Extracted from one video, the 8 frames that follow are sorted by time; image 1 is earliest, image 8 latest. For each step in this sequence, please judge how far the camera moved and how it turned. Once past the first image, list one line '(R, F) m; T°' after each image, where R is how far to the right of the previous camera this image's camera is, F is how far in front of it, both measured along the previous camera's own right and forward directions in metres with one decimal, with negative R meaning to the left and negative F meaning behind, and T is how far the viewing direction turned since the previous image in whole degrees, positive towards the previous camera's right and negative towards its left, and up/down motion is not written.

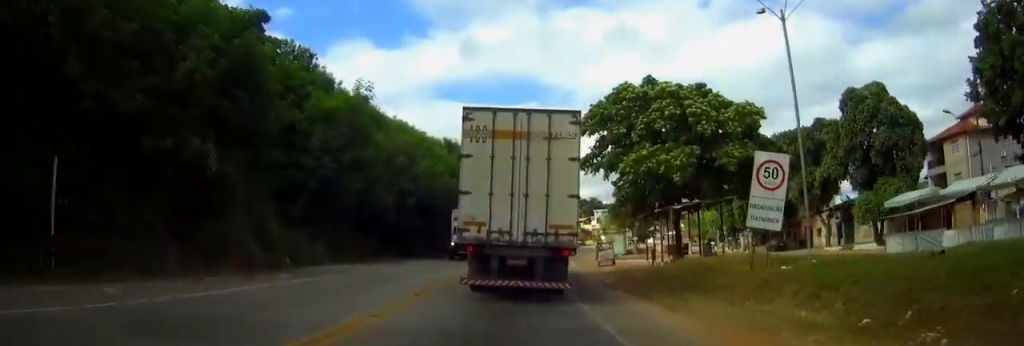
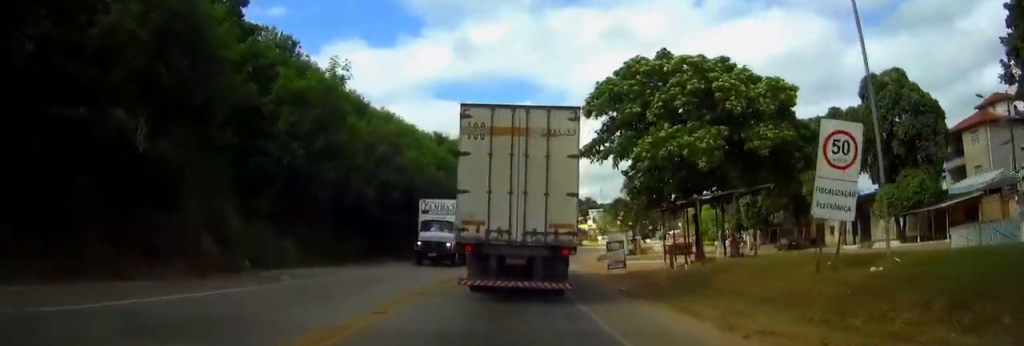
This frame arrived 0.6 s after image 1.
(0.0, +4.5) m; 0°
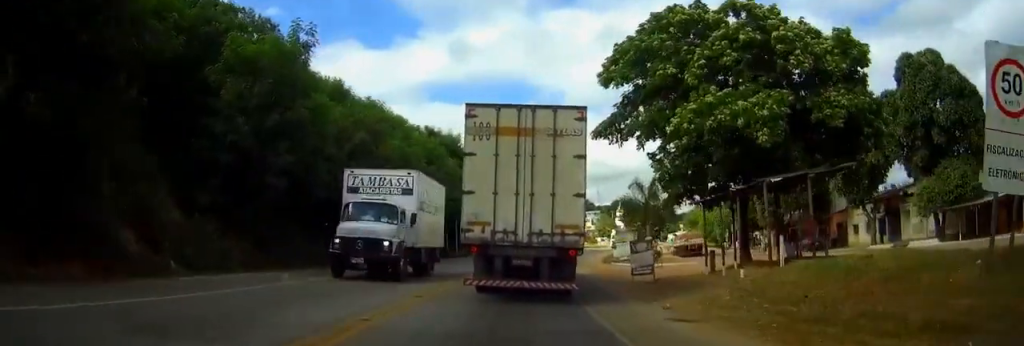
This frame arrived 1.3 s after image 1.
(+0.1, +6.2) m; 0°
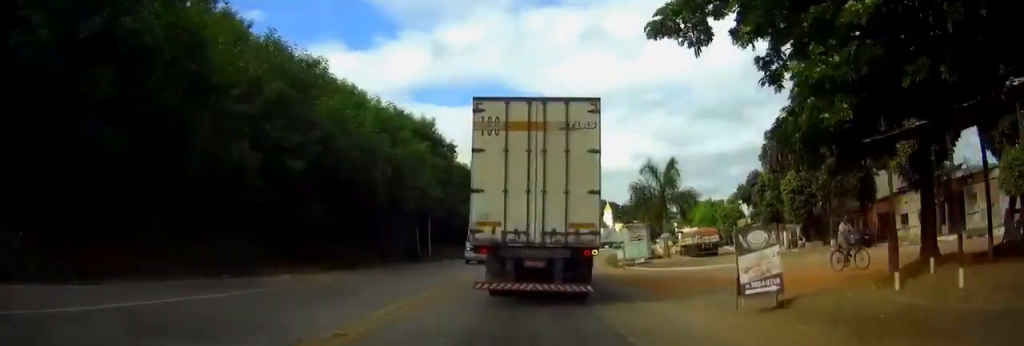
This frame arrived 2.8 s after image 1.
(0.0, +11.6) m; +2°
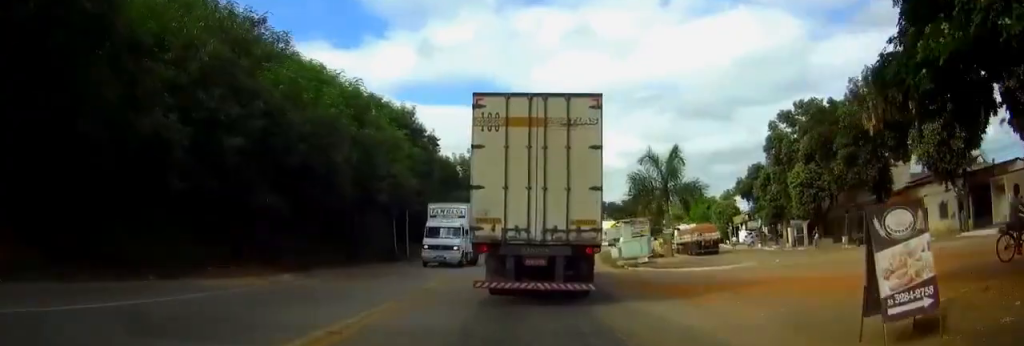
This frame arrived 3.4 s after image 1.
(+0.2, +4.7) m; +1°
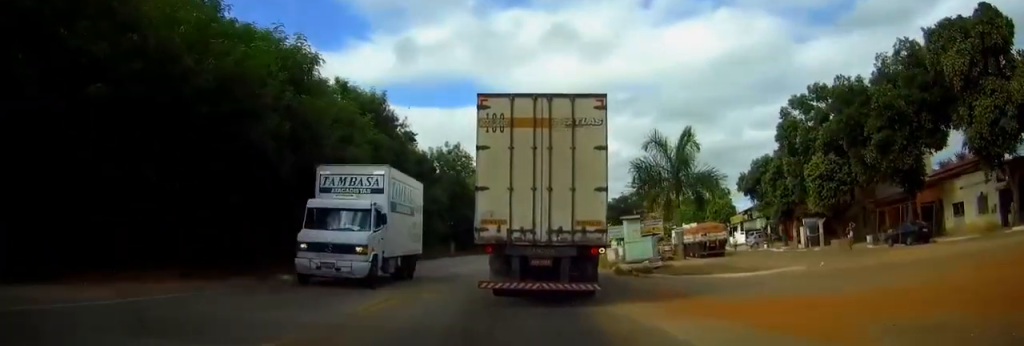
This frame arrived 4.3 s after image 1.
(0.0, +7.2) m; 0°
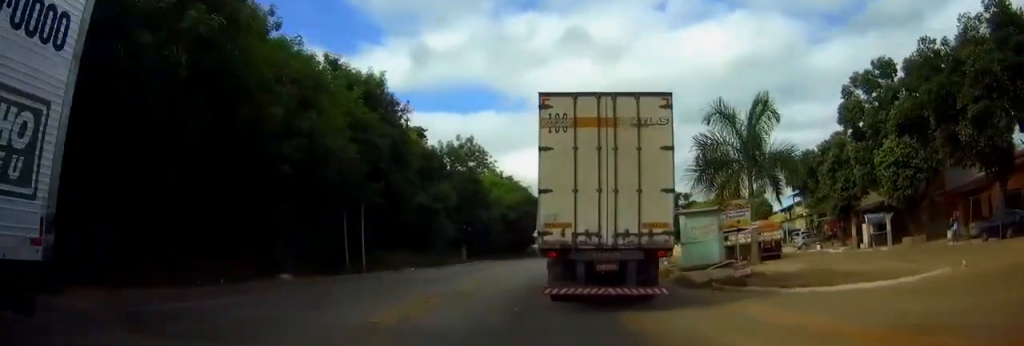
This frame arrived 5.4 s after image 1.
(+0.1, +9.6) m; +1°
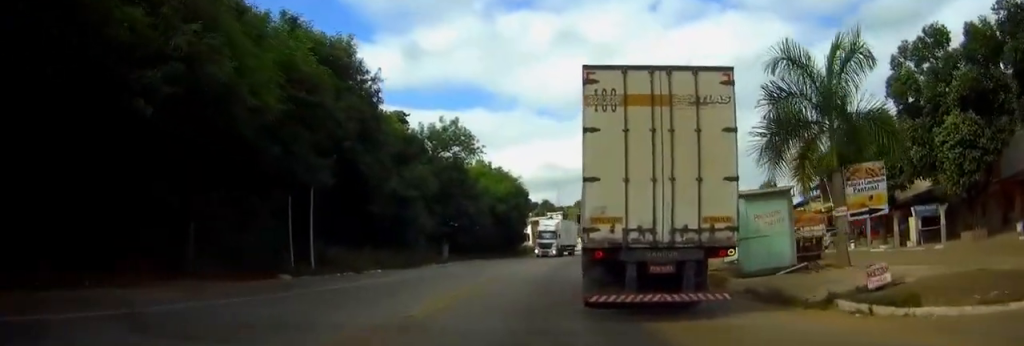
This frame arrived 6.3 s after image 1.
(0.0, +8.8) m; +1°
